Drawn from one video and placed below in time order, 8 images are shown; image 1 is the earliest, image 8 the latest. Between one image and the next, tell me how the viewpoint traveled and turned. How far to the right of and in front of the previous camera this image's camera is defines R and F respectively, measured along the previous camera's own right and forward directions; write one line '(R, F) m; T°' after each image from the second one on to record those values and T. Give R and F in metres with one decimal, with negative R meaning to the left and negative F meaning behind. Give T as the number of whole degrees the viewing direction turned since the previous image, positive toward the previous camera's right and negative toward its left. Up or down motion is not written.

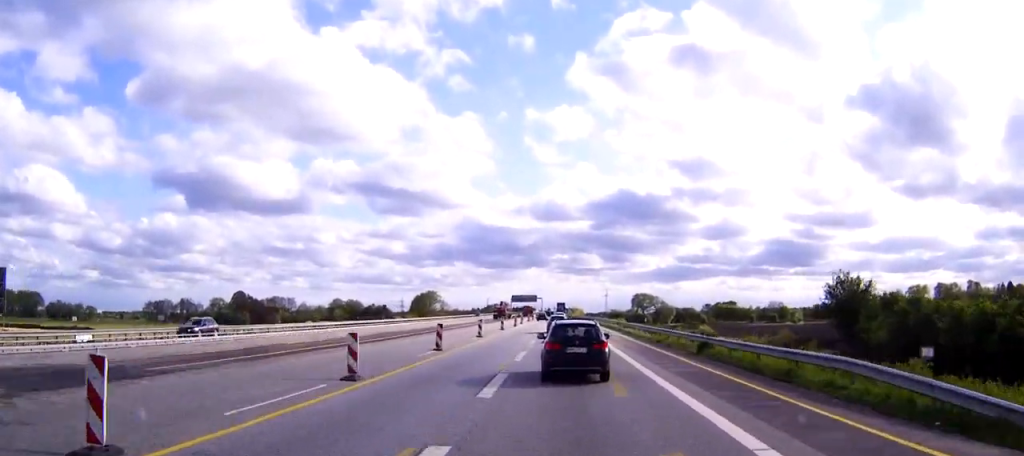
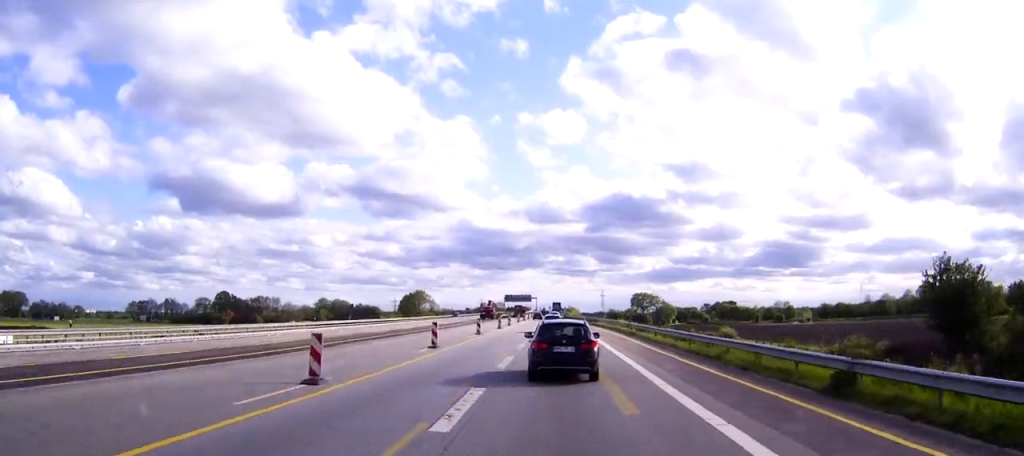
(0.0, +16.5) m; 0°
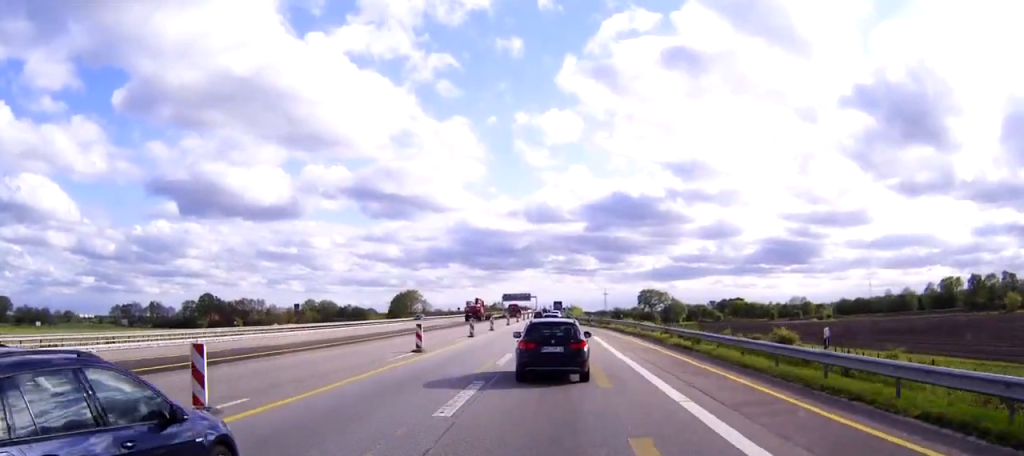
(0.0, +22.3) m; 0°
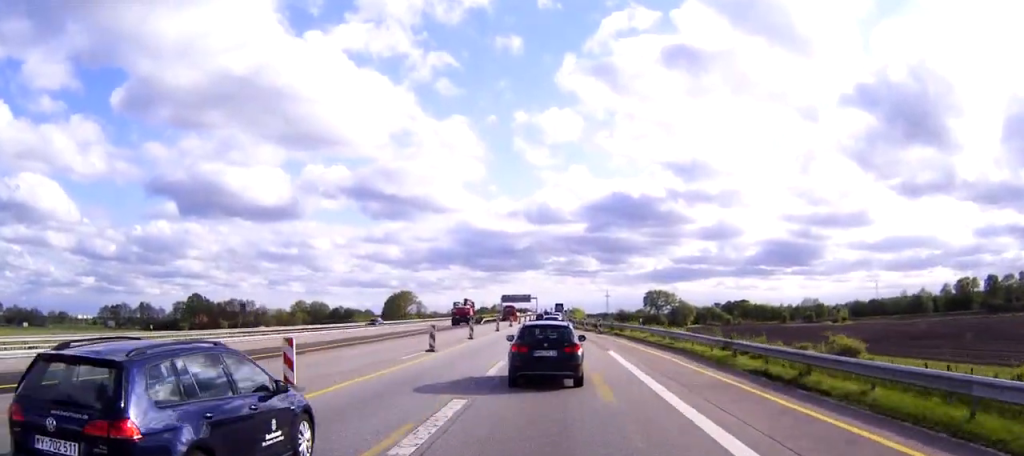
(0.0, +14.8) m; 0°
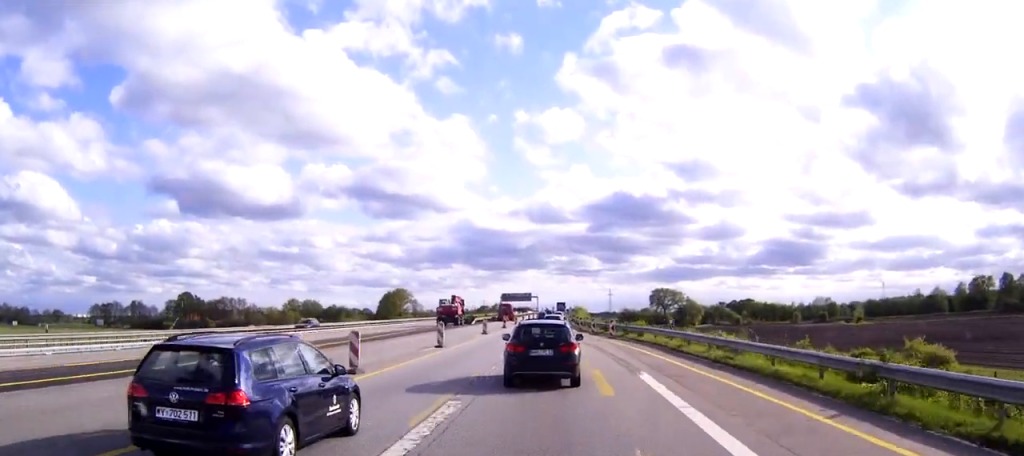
(0.0, +12.7) m; 0°
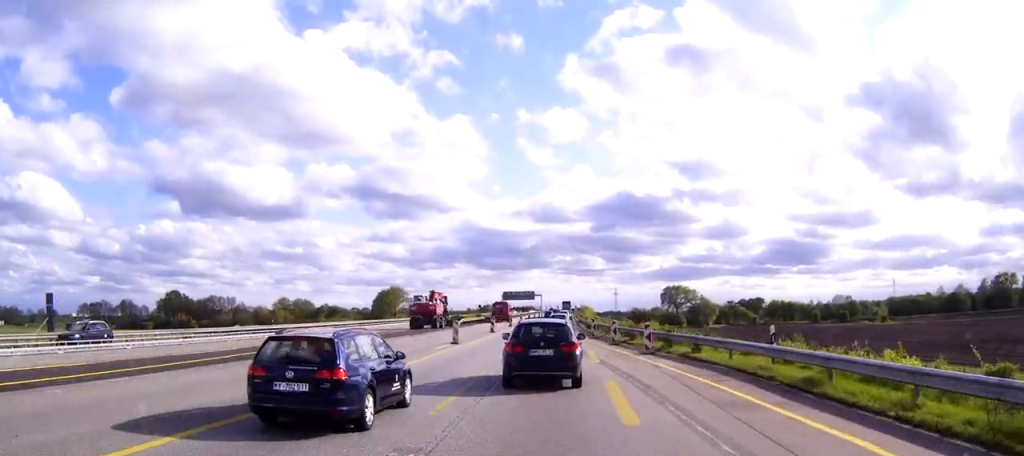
(0.0, +17.2) m; 0°
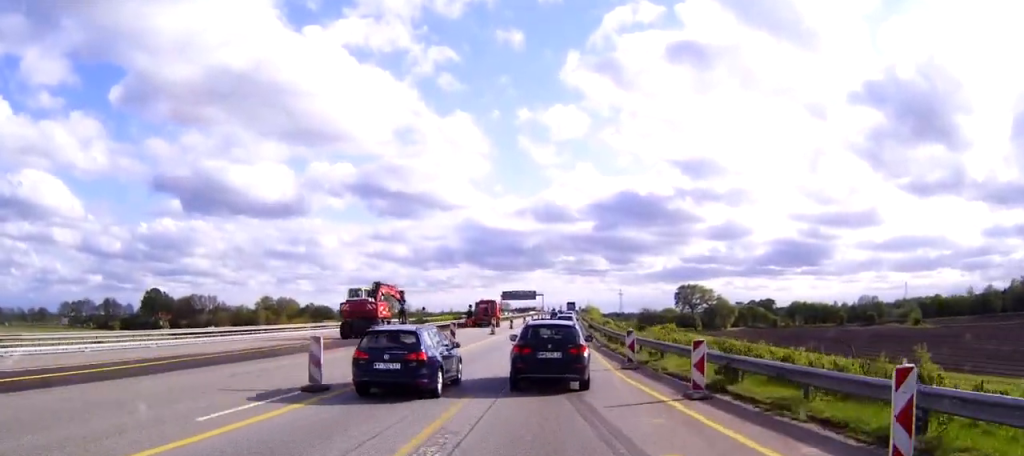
(0.0, +22.1) m; 0°
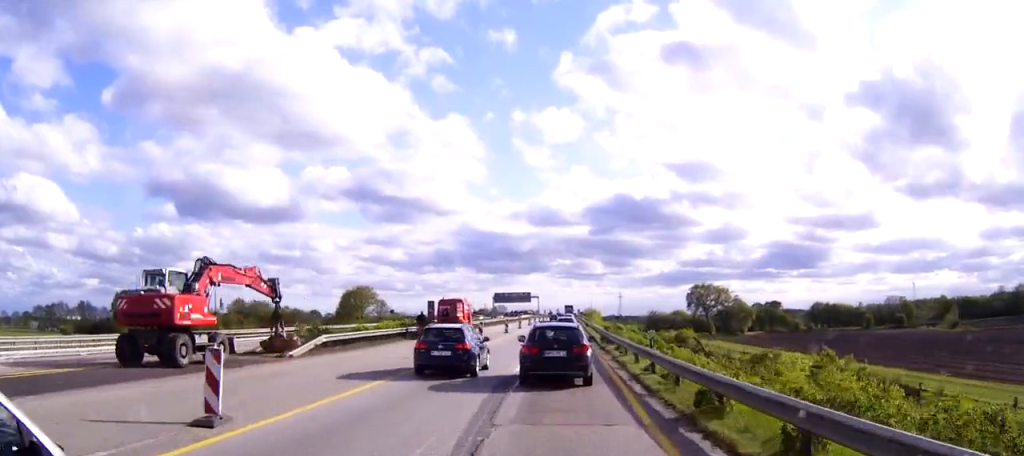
(0.0, +24.4) m; 0°
